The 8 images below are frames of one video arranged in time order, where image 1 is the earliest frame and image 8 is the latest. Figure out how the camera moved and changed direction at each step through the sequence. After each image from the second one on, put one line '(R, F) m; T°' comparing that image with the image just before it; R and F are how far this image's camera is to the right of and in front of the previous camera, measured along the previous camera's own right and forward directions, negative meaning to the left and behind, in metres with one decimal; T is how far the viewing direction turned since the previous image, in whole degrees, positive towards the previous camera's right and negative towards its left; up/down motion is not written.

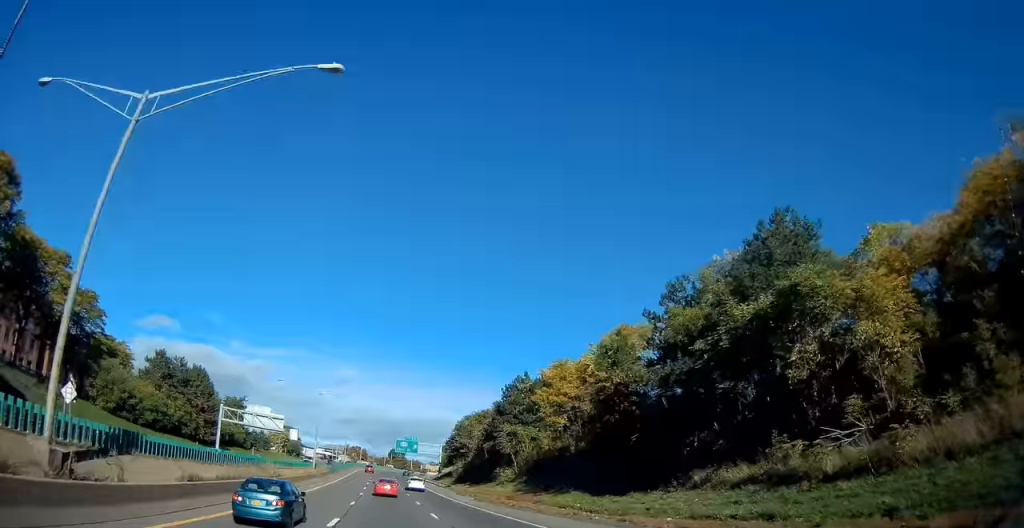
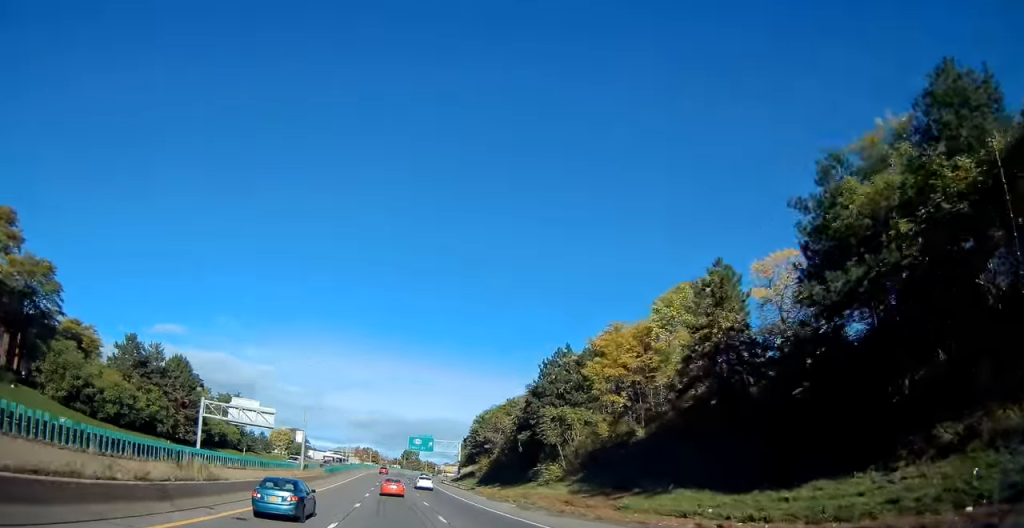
(-0.4, +13.9) m; -2°
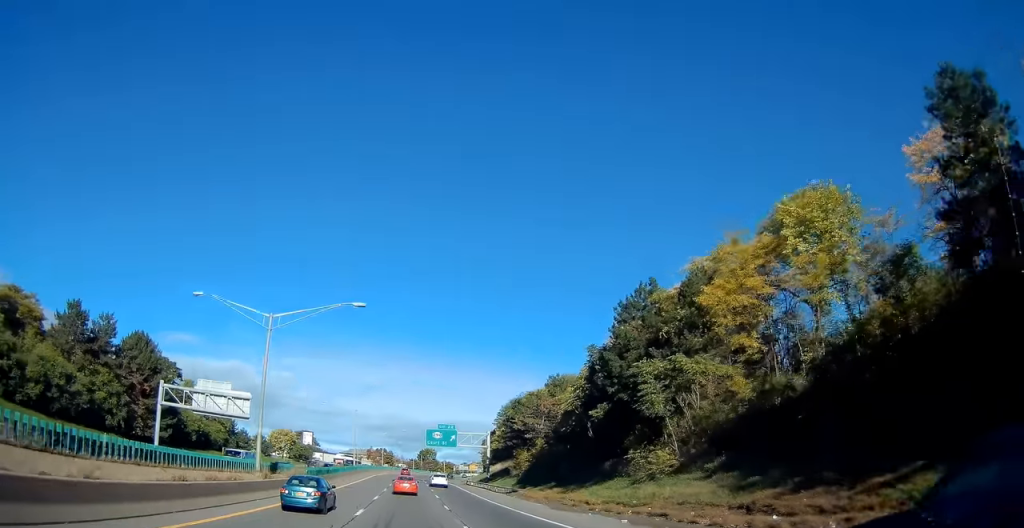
(-0.5, +17.7) m; -2°
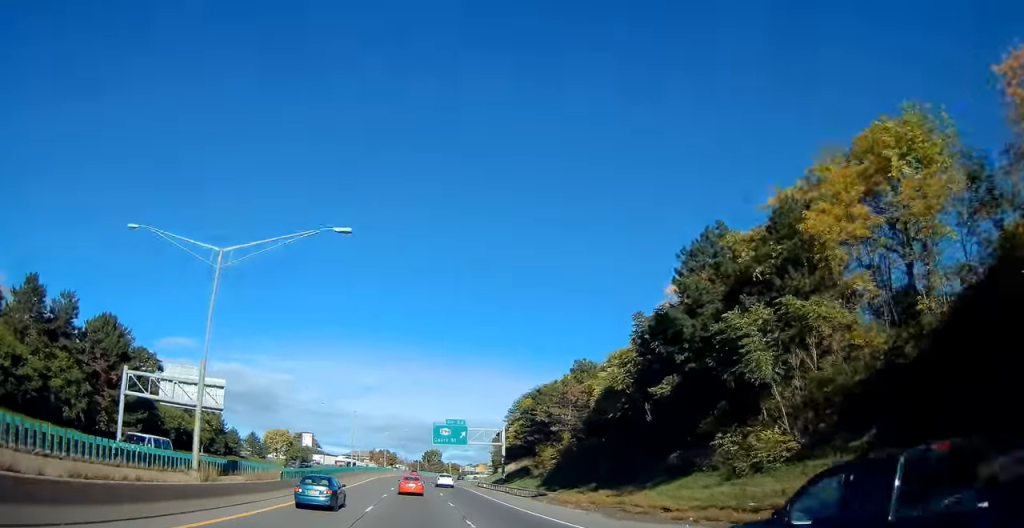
(0.0, +9.5) m; -1°
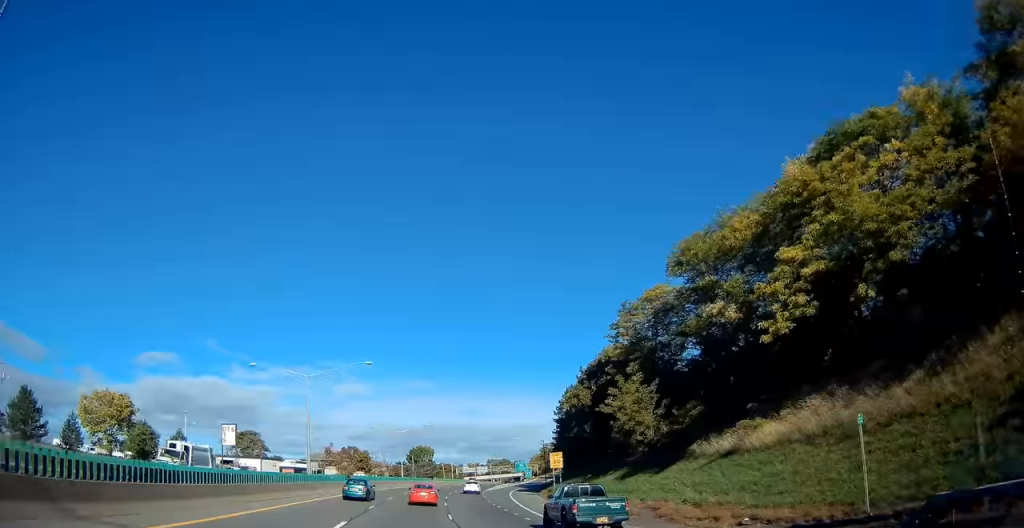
(-1.0, +79.5) m; 0°
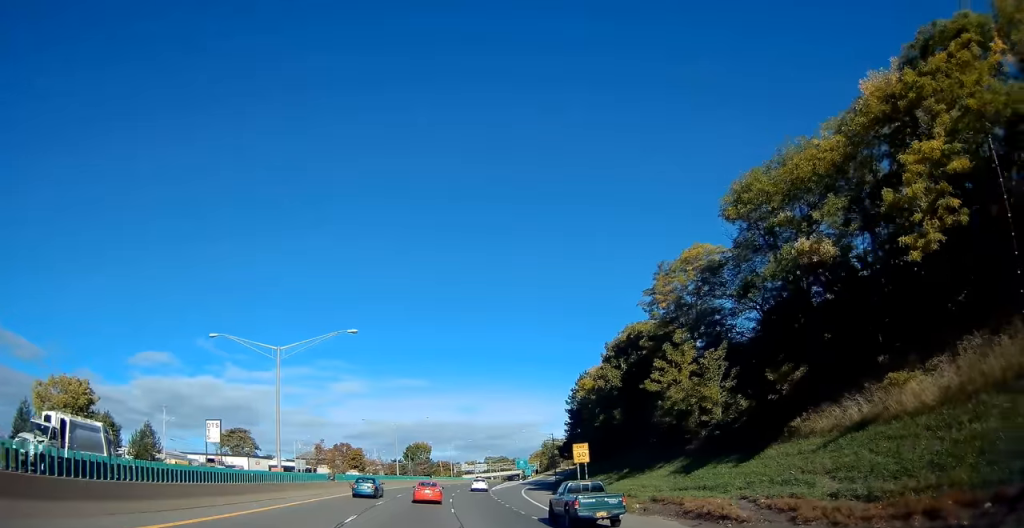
(0.0, +9.4) m; +1°
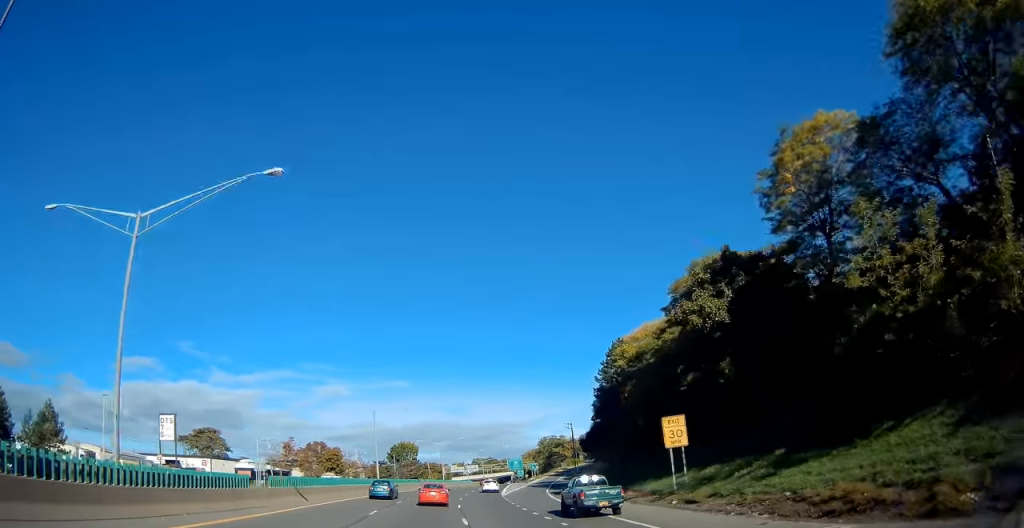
(0.0, +19.7) m; +2°
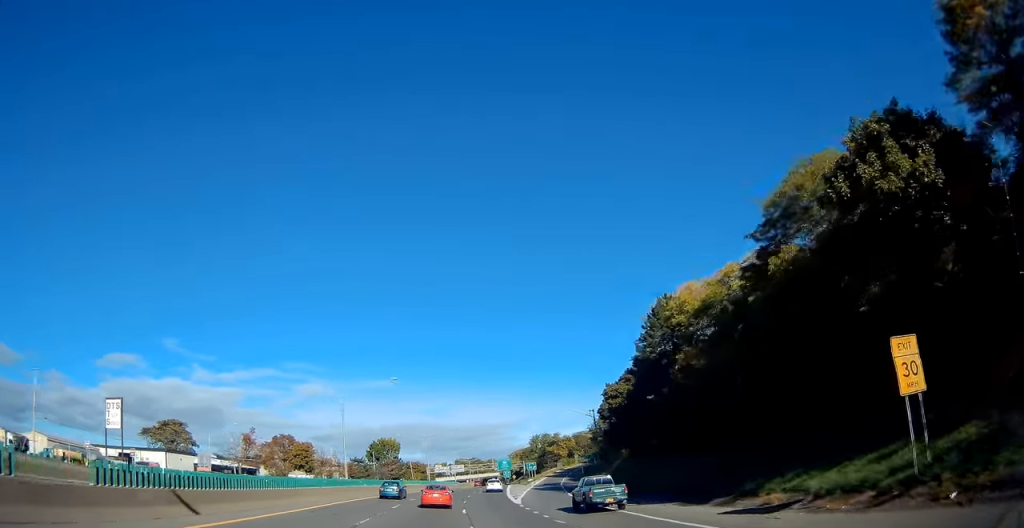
(+0.5, +16.7) m; +1°
